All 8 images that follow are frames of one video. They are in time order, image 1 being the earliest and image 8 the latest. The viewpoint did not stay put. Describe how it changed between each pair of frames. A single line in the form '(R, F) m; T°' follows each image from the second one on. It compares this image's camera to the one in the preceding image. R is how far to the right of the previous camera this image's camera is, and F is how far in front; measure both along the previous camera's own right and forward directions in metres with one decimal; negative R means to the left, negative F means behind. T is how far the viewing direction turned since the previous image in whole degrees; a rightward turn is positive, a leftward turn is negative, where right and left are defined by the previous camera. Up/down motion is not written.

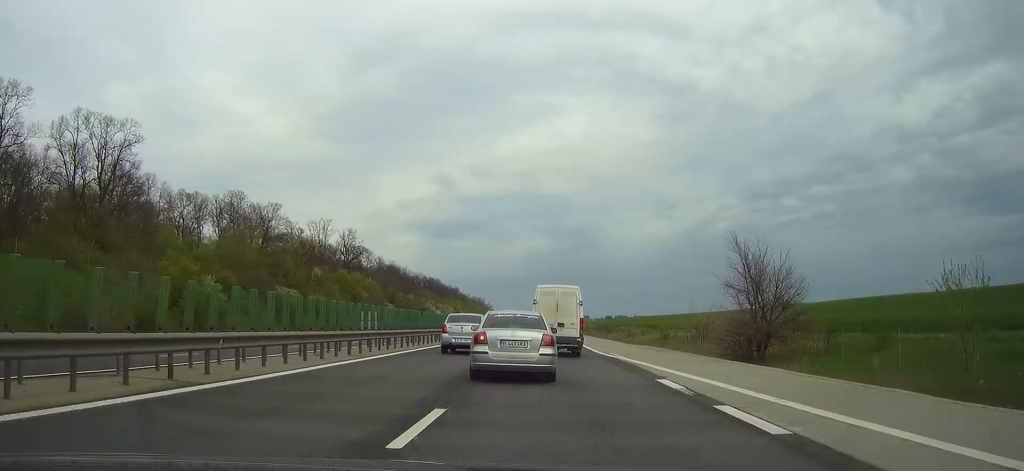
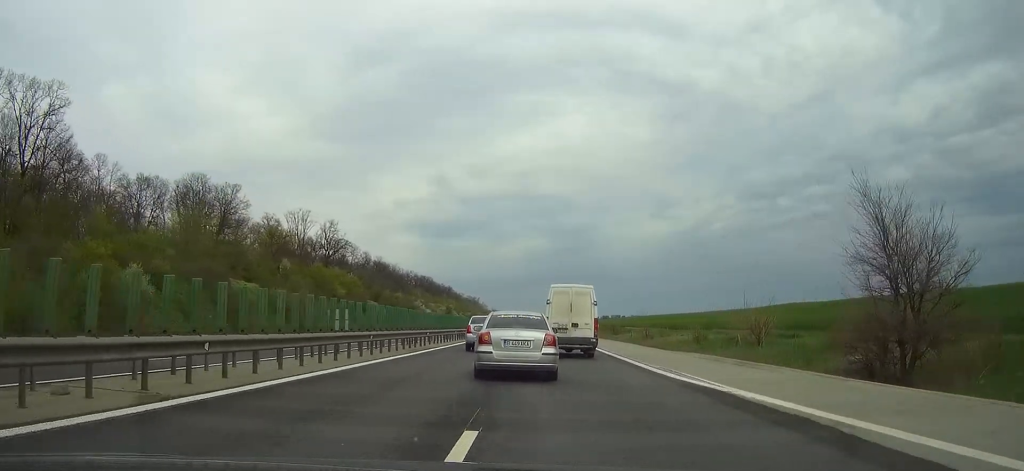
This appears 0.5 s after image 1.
(0.0, +13.1) m; 0°
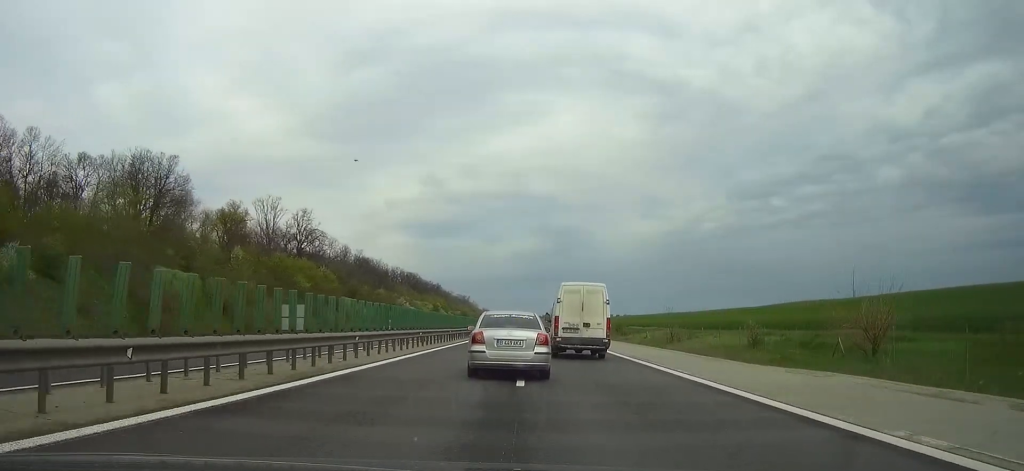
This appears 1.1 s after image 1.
(+0.1, +14.6) m; 0°
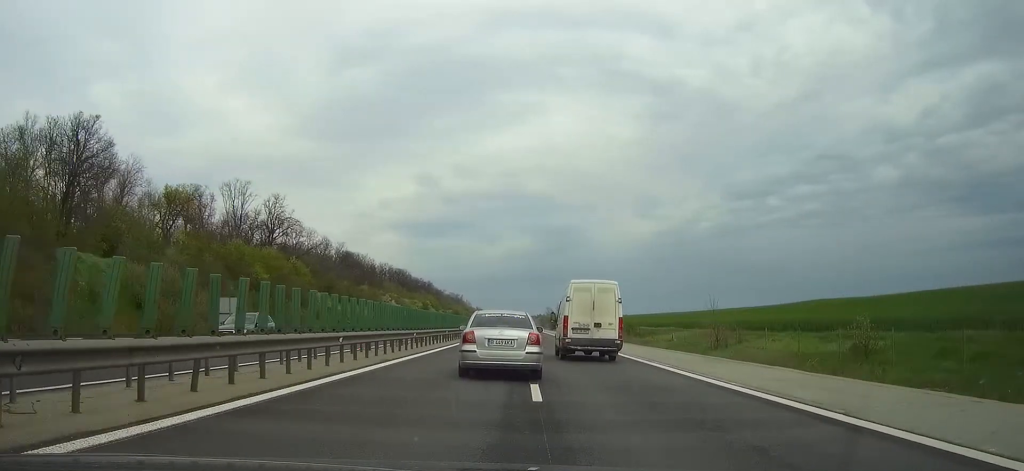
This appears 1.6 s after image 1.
(0.0, +13.9) m; 0°
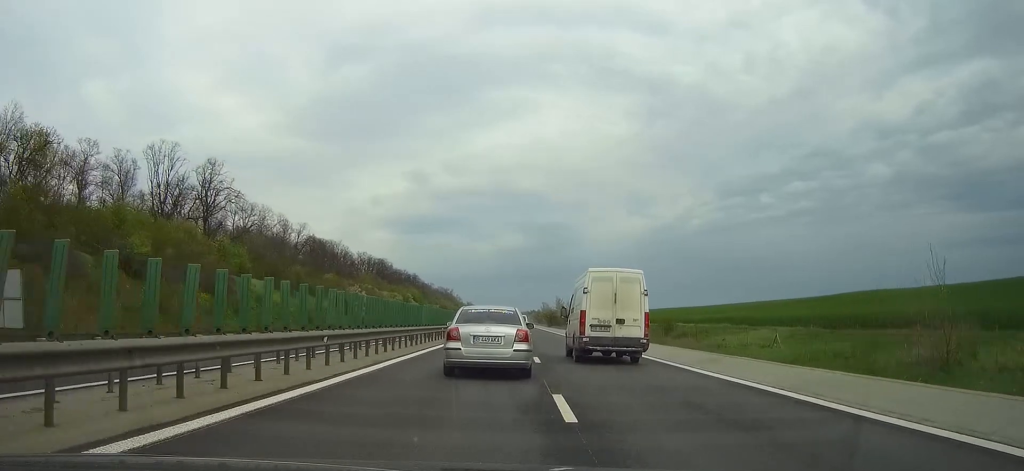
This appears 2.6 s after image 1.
(0.0, +25.2) m; +1°
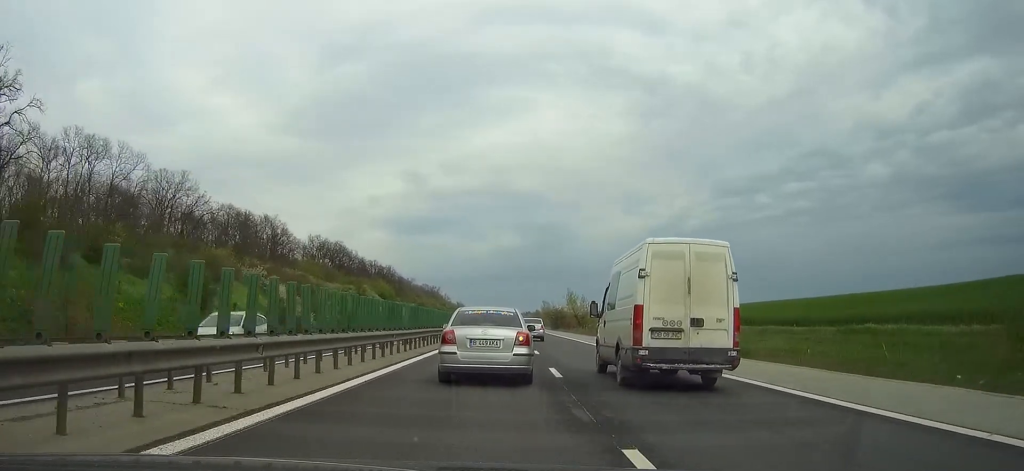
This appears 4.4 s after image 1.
(+0.8, +51.9) m; +1°
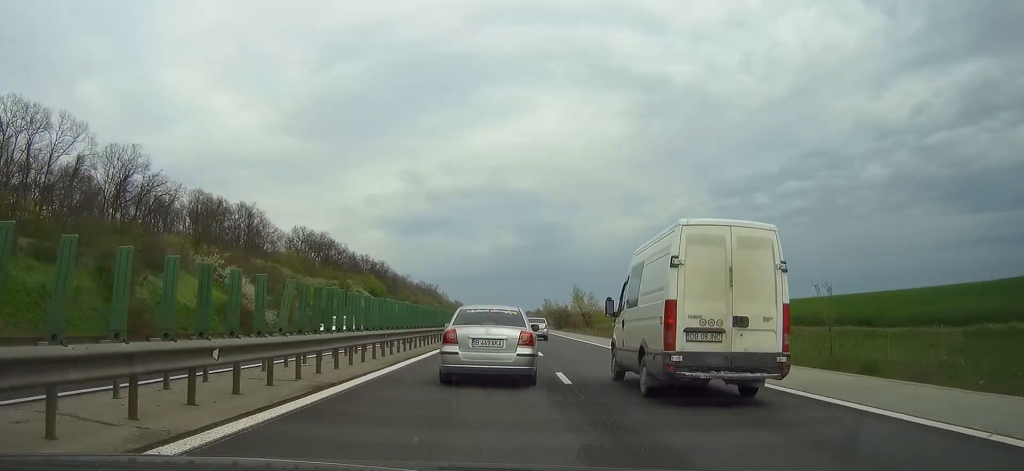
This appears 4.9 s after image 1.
(0.0, +13.6) m; 0°
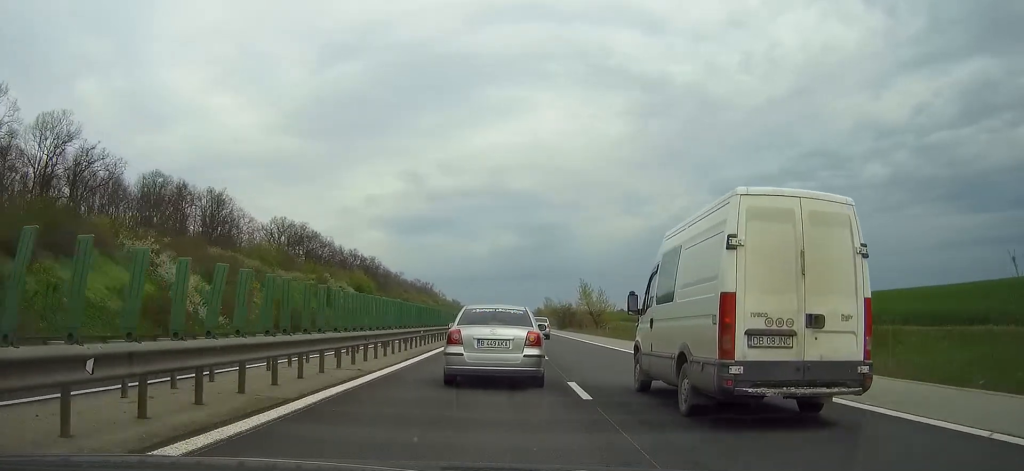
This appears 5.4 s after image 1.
(0.0, +14.7) m; 0°
